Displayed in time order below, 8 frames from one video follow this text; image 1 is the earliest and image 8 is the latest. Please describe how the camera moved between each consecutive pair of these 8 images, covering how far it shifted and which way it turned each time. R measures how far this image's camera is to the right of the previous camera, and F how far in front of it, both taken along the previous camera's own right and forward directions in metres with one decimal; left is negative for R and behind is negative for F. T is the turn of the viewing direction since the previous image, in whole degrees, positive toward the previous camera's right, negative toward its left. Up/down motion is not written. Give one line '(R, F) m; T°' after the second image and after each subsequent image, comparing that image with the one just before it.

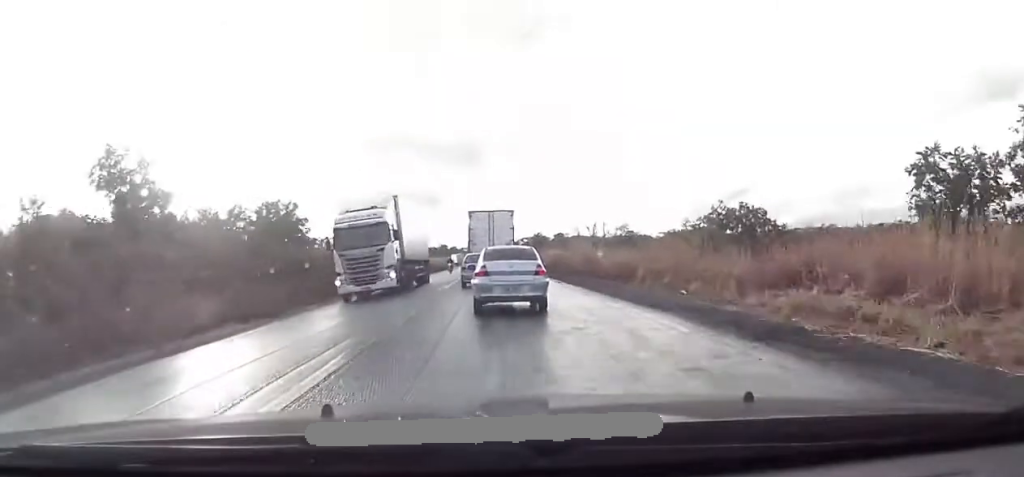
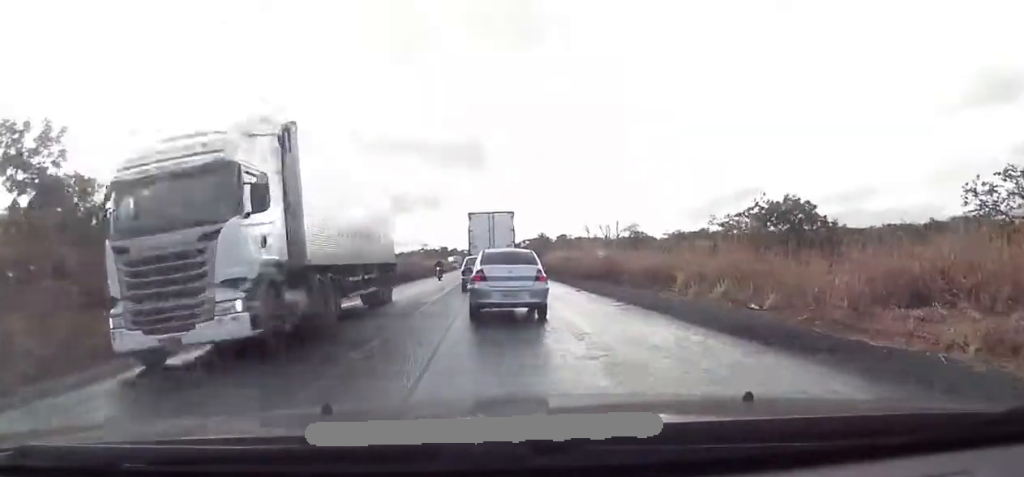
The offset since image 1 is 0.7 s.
(0.0, +6.7) m; 0°
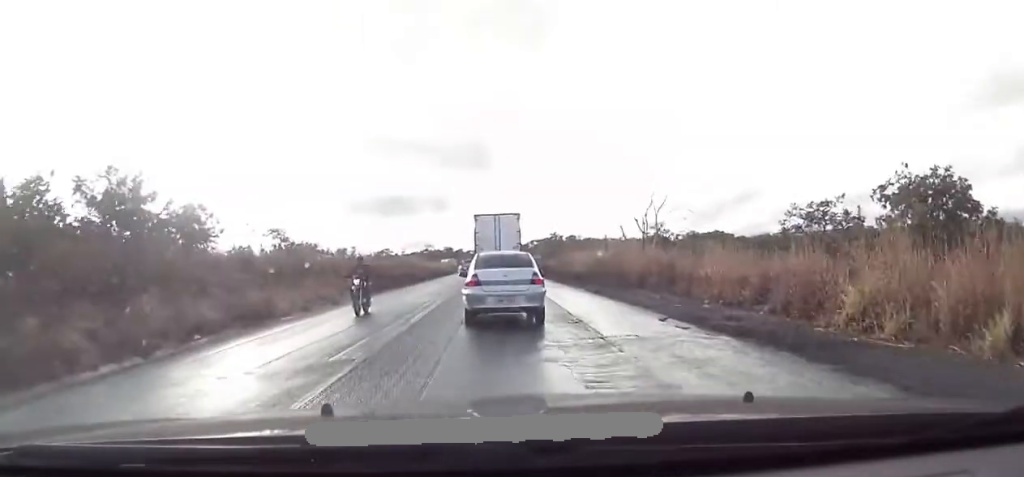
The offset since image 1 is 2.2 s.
(0.0, +13.4) m; -1°
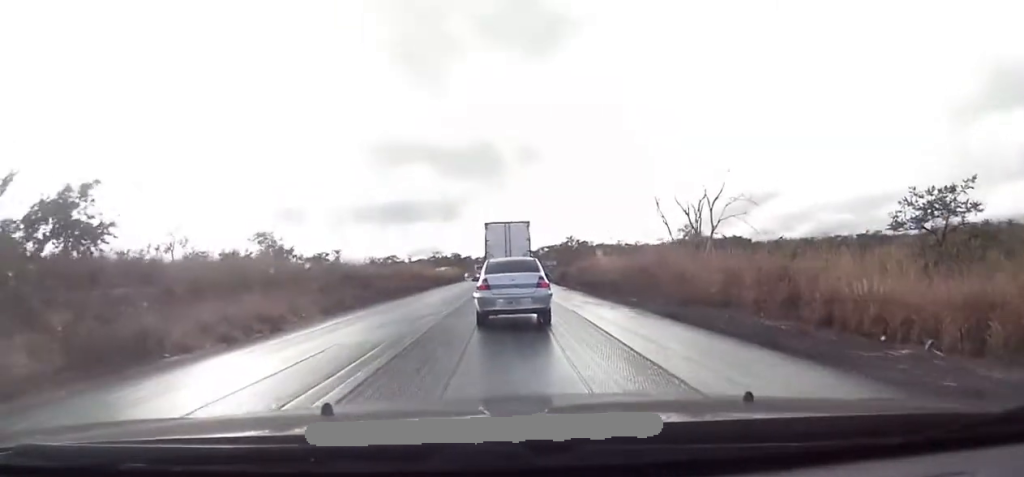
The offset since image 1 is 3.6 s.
(-0.1, +11.4) m; -1°
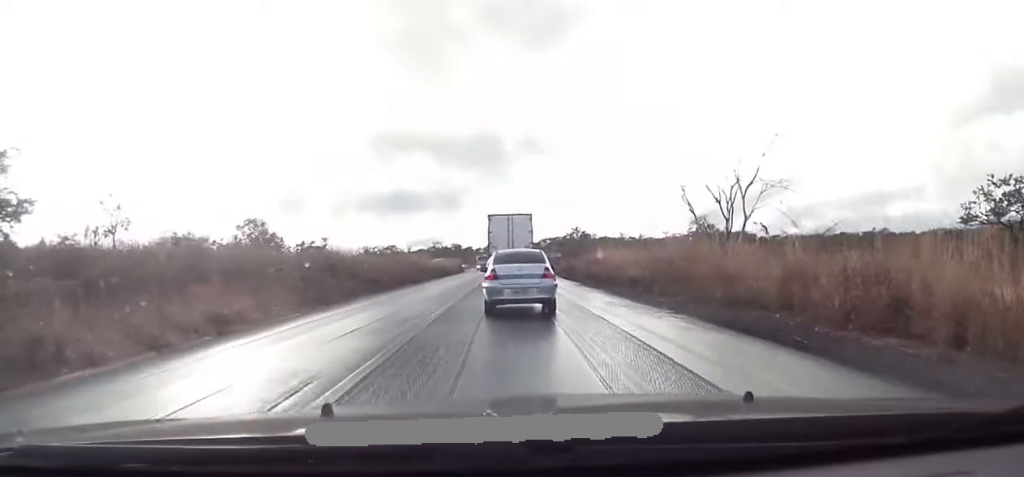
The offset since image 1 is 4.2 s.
(+0.1, +4.9) m; 0°
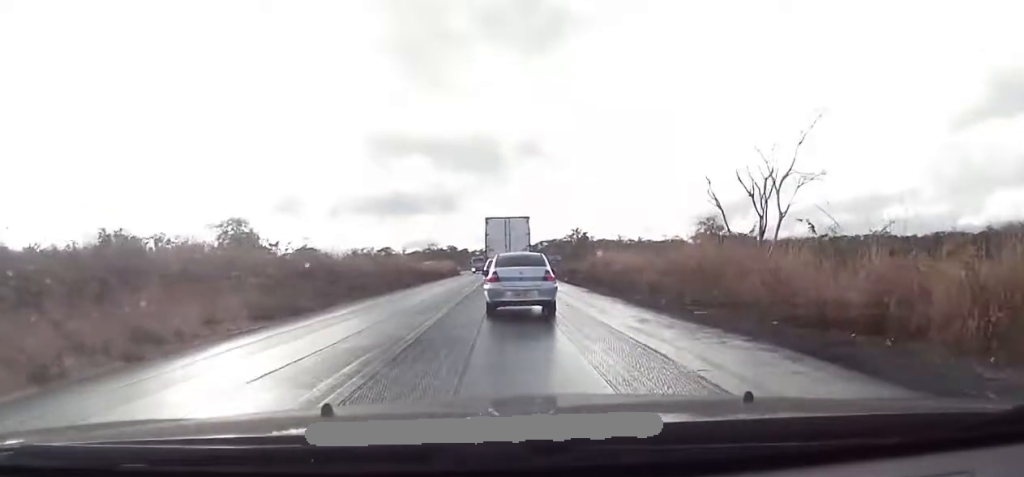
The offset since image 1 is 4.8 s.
(-0.1, +4.5) m; 0°
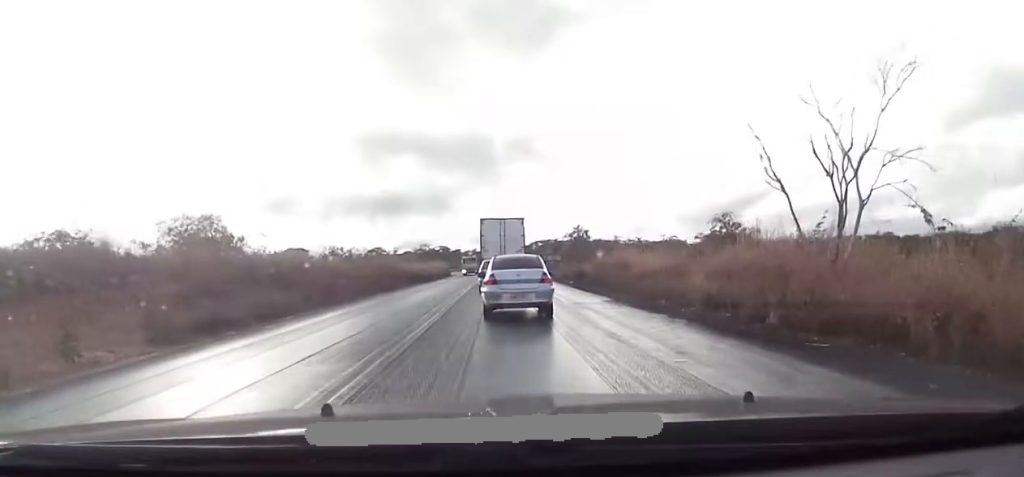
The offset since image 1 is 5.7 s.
(0.0, +6.7) m; 0°
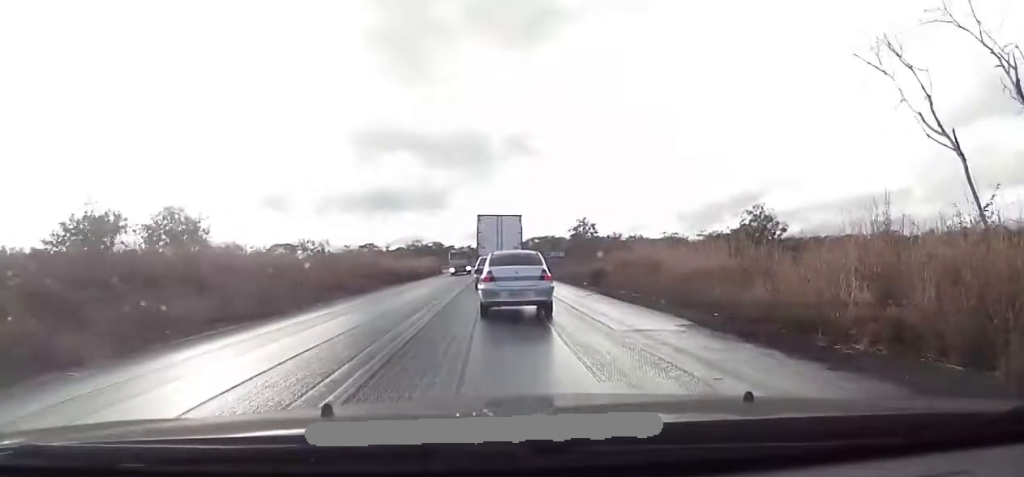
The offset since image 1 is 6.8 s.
(+0.1, +8.6) m; +3°
